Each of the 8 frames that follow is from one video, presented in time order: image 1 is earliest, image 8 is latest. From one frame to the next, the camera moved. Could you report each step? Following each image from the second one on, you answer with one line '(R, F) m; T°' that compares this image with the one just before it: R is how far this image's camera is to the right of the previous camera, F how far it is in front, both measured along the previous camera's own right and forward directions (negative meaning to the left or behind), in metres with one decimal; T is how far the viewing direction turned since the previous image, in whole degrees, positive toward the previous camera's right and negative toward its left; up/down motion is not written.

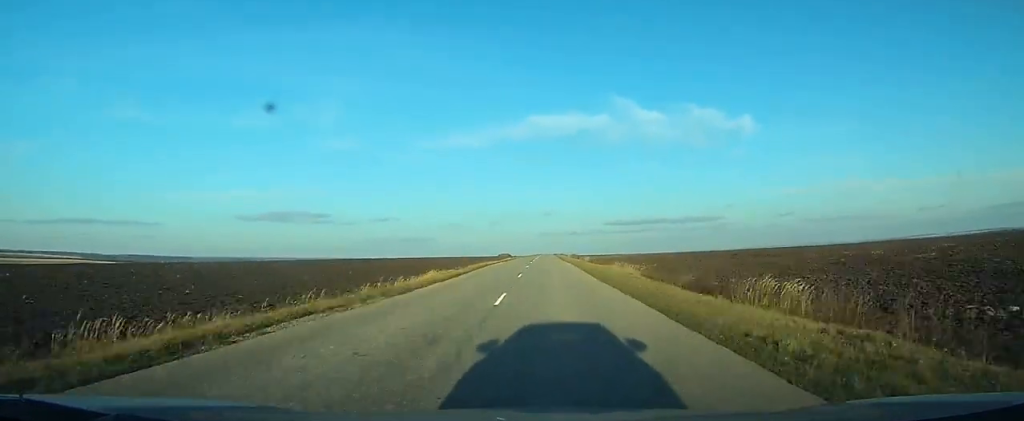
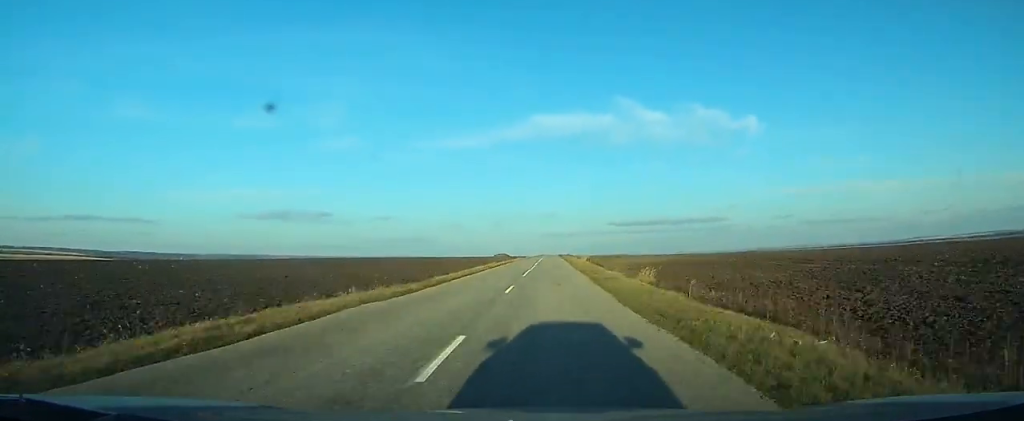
(0.0, +44.1) m; 0°
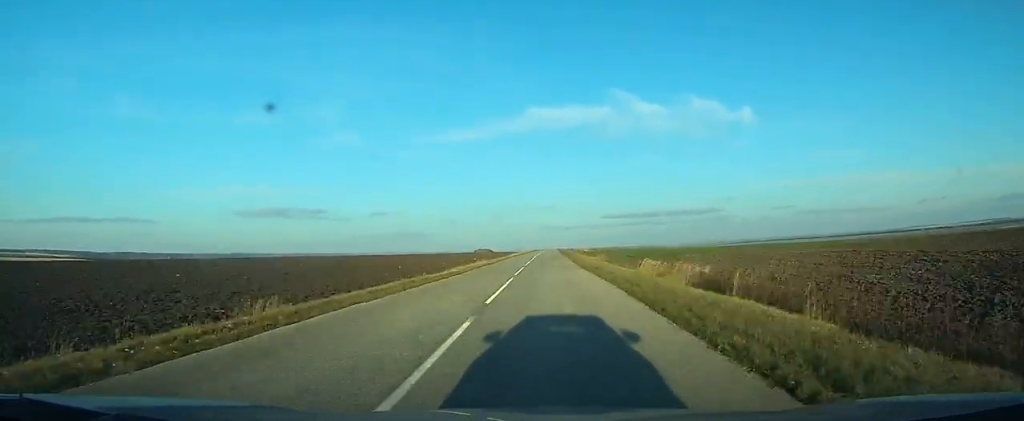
(0.0, +66.0) m; 0°
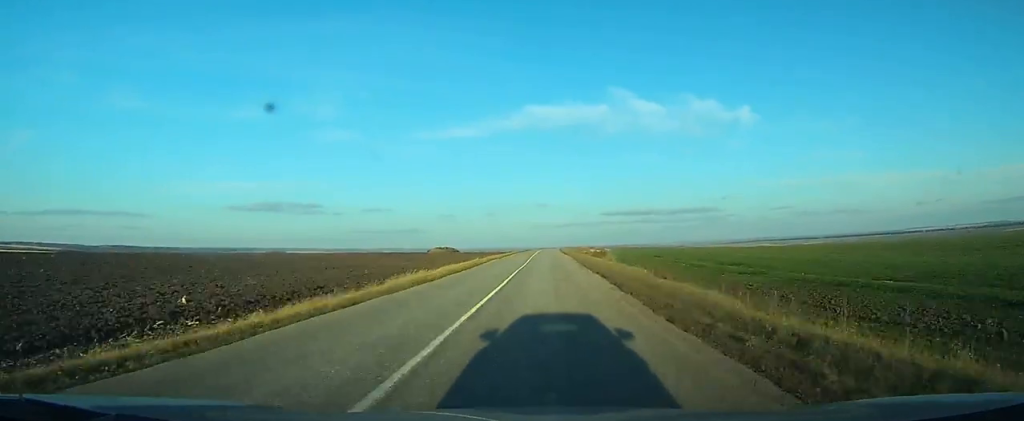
(0.0, +78.8) m; 0°
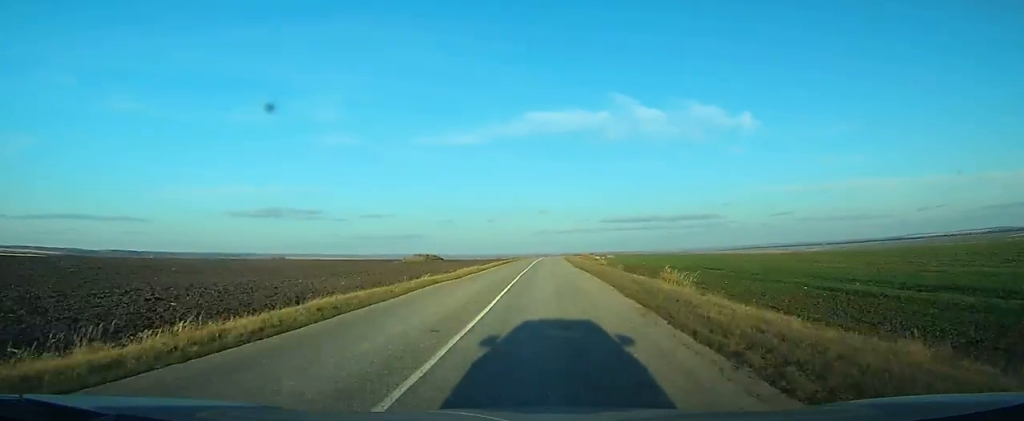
(0.0, +23.5) m; 0°
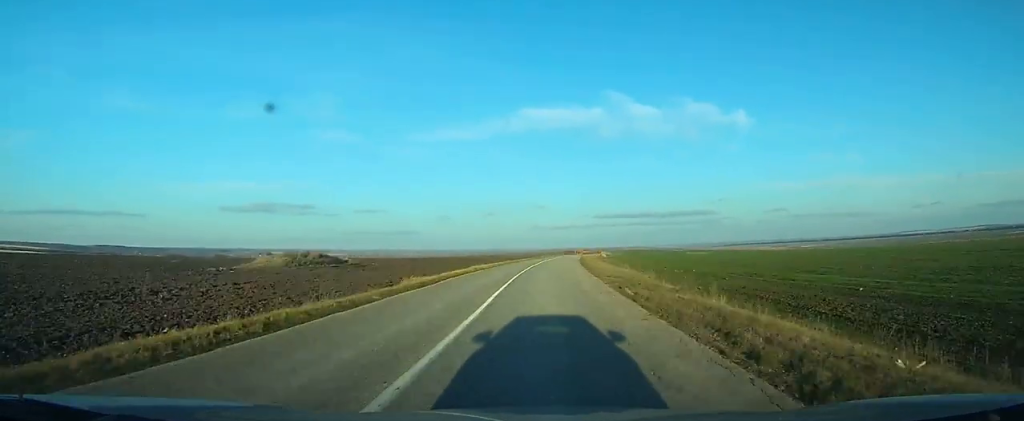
(+0.5, +56.2) m; +1°
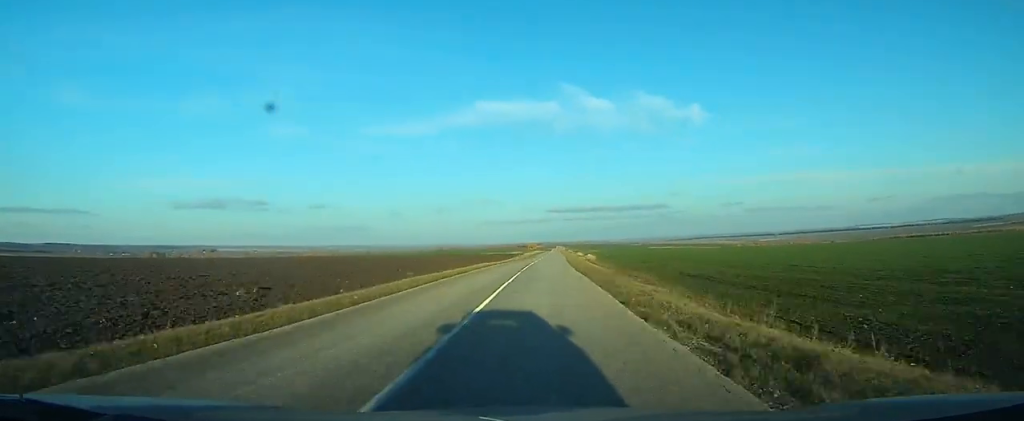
(+2.4, +99.4) m; +3°
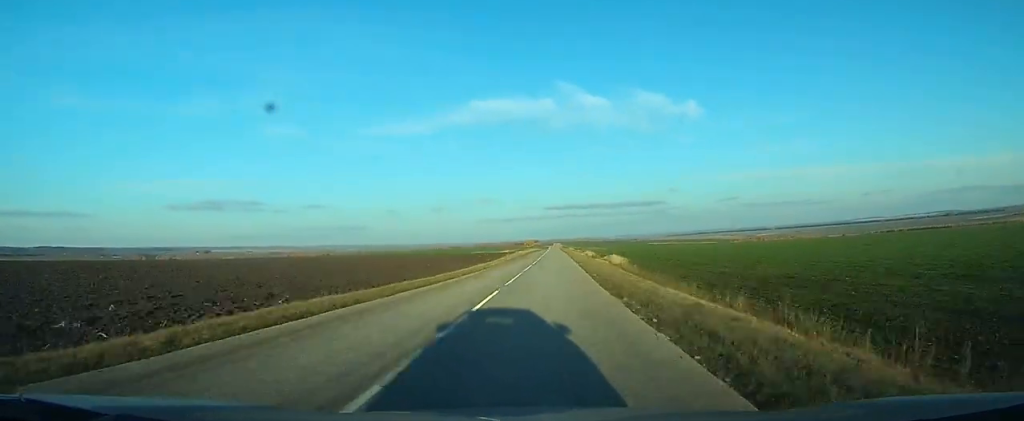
(+0.2, +37.9) m; +1°
